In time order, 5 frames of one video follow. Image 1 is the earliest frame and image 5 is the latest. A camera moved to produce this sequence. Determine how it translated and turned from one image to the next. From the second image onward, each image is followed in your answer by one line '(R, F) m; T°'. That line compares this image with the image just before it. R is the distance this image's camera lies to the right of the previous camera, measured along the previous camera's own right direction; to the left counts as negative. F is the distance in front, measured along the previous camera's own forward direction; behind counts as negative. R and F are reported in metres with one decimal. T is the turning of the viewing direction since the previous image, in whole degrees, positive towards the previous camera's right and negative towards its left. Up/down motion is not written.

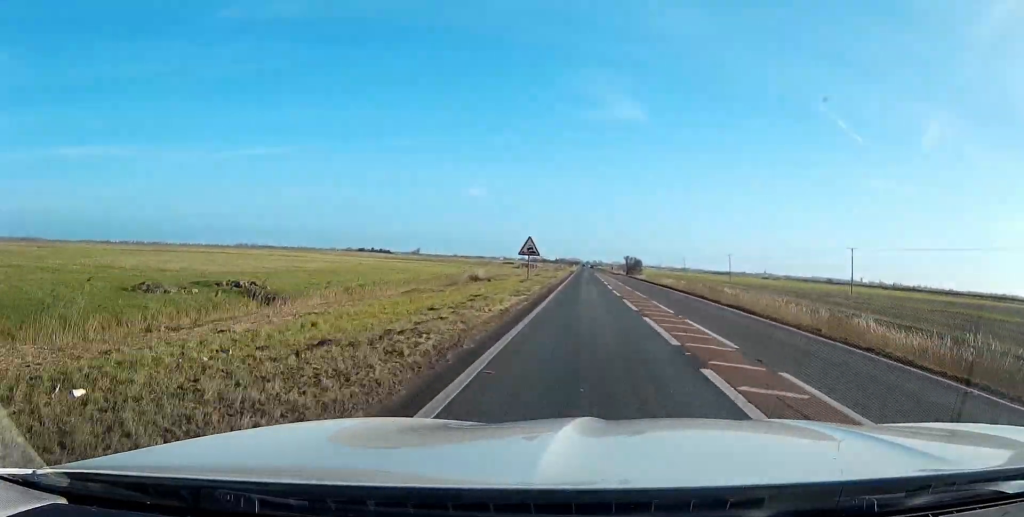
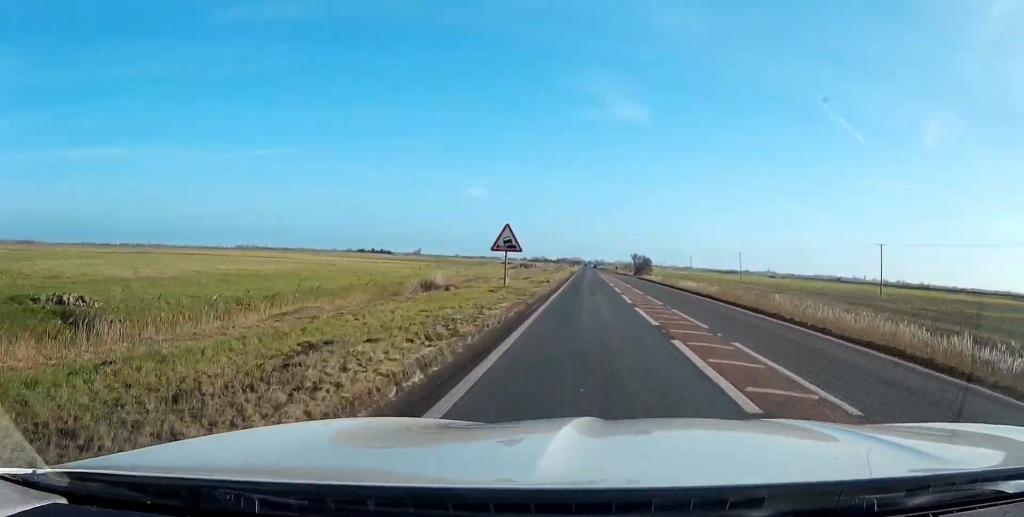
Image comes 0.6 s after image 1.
(0.0, +14.5) m; 0°
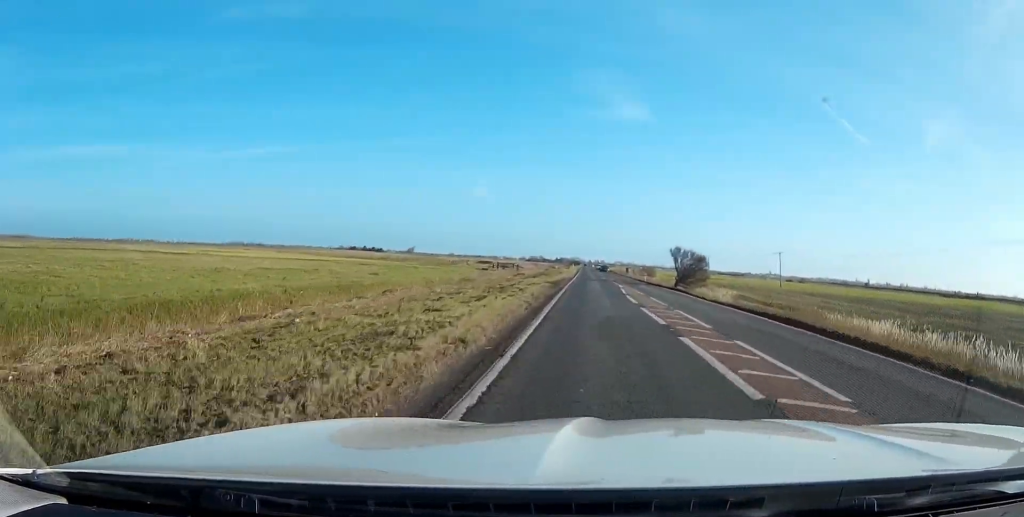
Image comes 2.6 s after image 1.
(0.0, +52.8) m; 0°
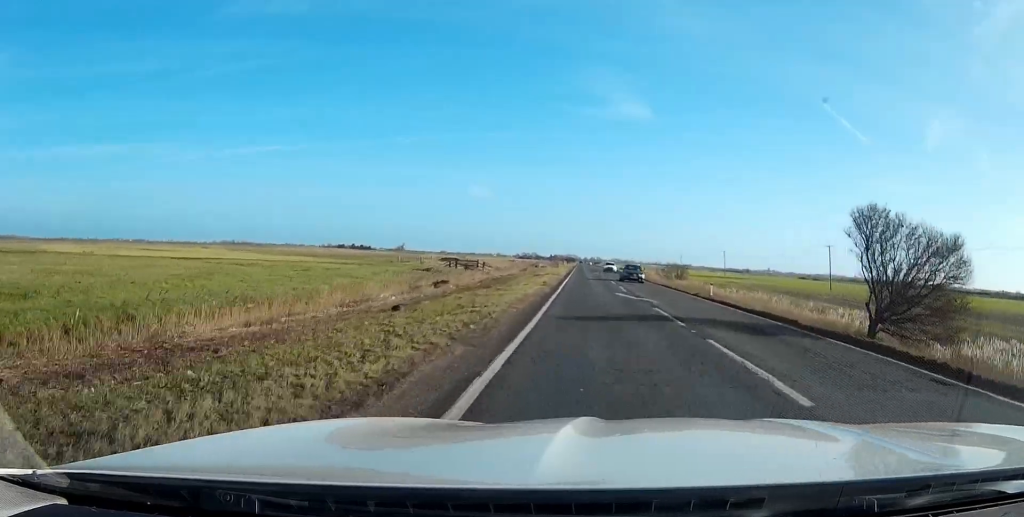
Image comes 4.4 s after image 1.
(0.0, +45.2) m; 0°
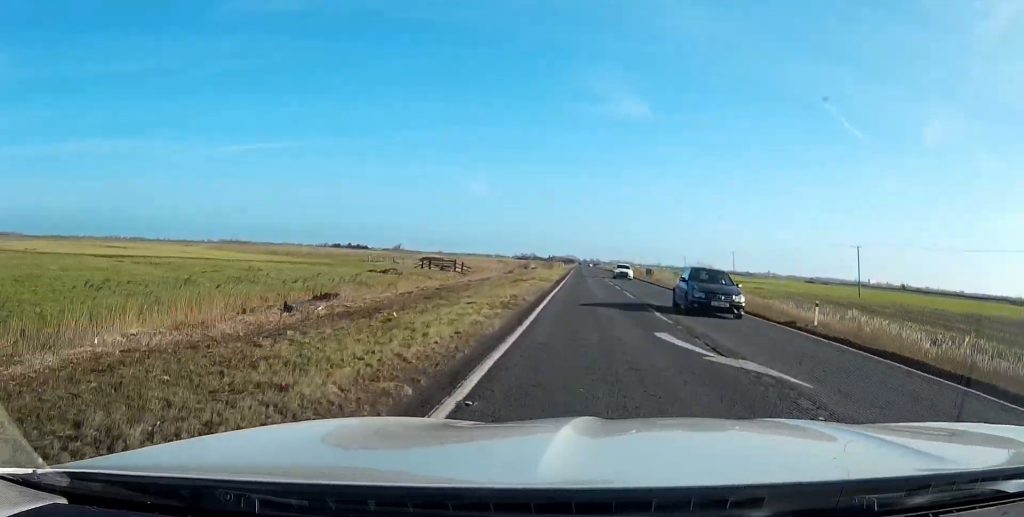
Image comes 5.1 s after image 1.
(+0.1, +18.0) m; 0°
